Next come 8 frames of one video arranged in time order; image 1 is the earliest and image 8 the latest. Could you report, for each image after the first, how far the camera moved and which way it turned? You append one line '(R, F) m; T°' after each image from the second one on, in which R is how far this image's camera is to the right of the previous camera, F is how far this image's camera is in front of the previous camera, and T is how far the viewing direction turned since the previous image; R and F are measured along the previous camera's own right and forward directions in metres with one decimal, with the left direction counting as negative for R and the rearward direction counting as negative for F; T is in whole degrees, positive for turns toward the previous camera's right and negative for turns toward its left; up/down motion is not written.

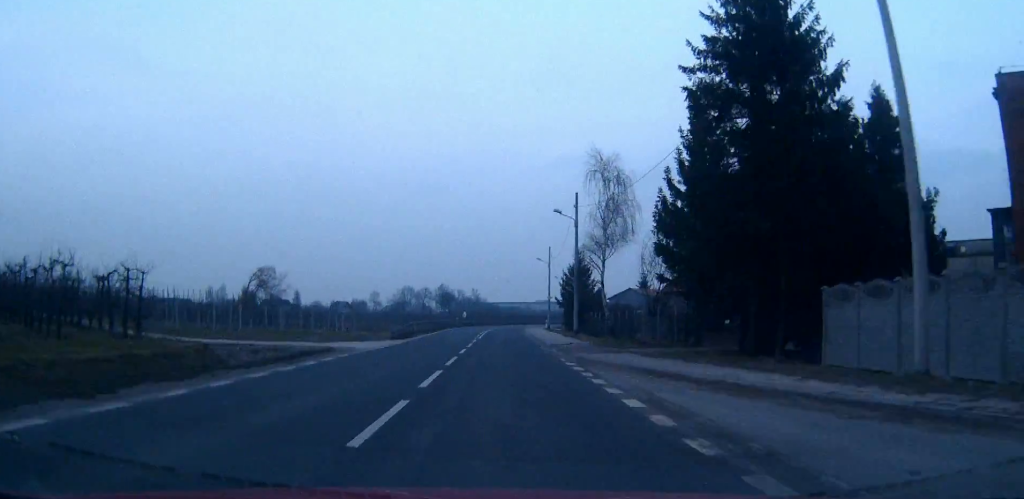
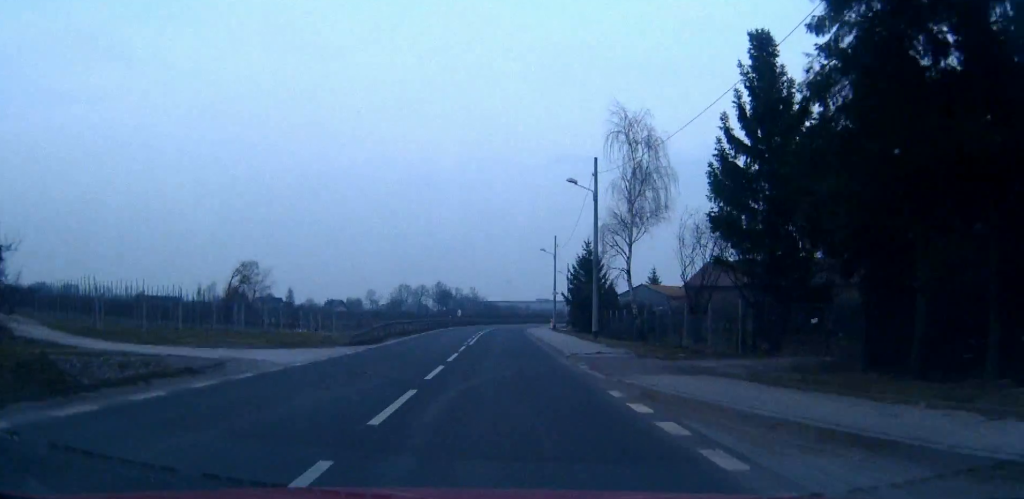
(0.0, +10.7) m; 0°
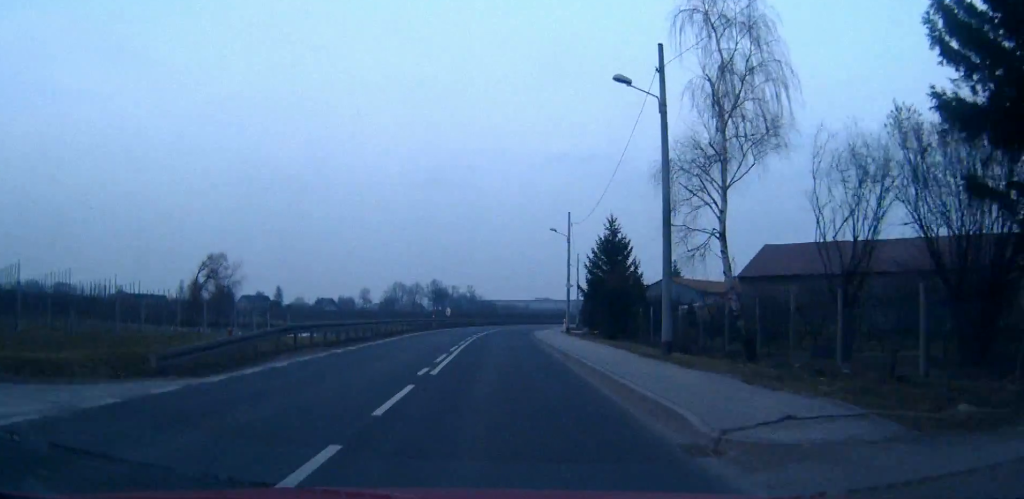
(0.0, +17.3) m; 0°
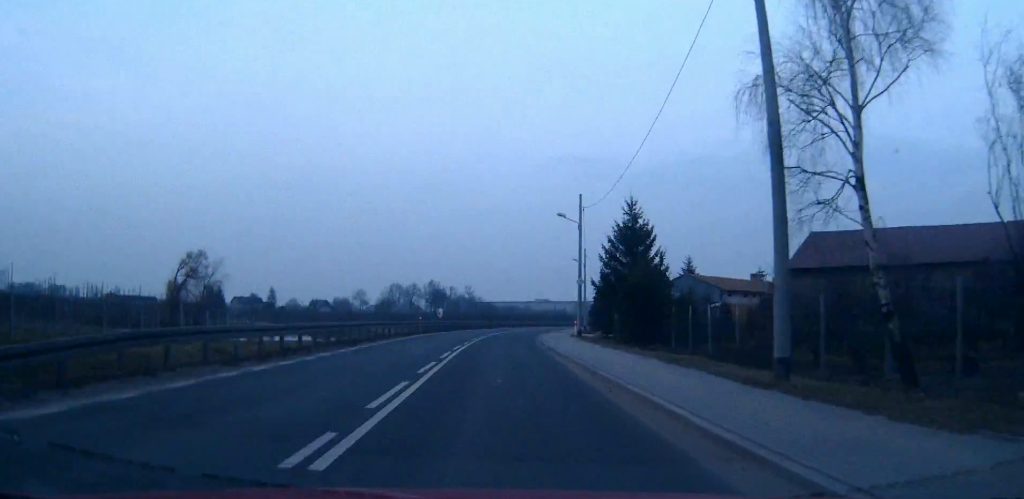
(0.0, +9.3) m; 0°
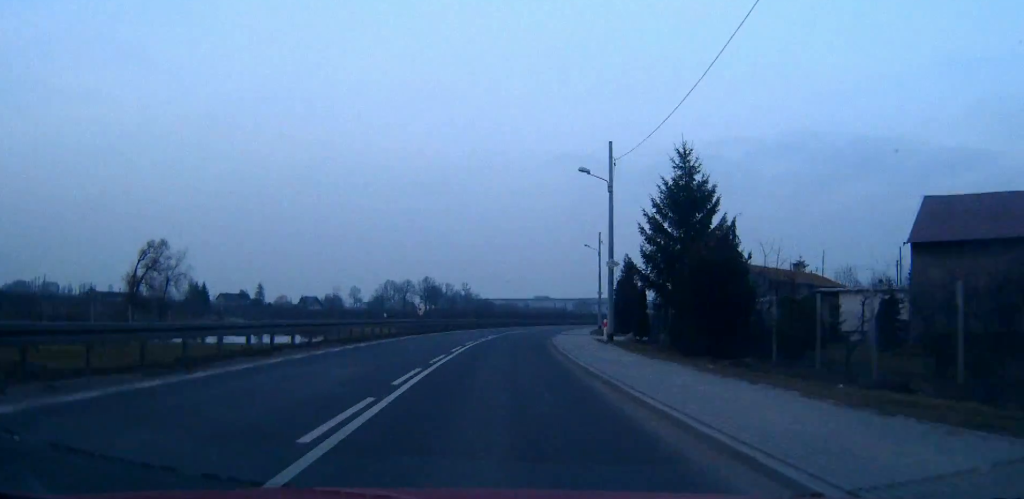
(+0.1, +14.9) m; 0°
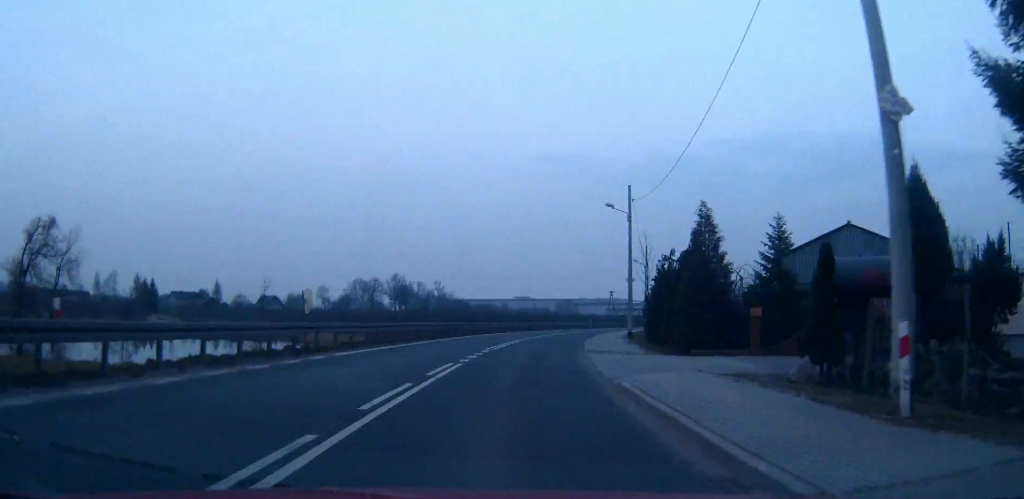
(-0.1, +27.5) m; +1°
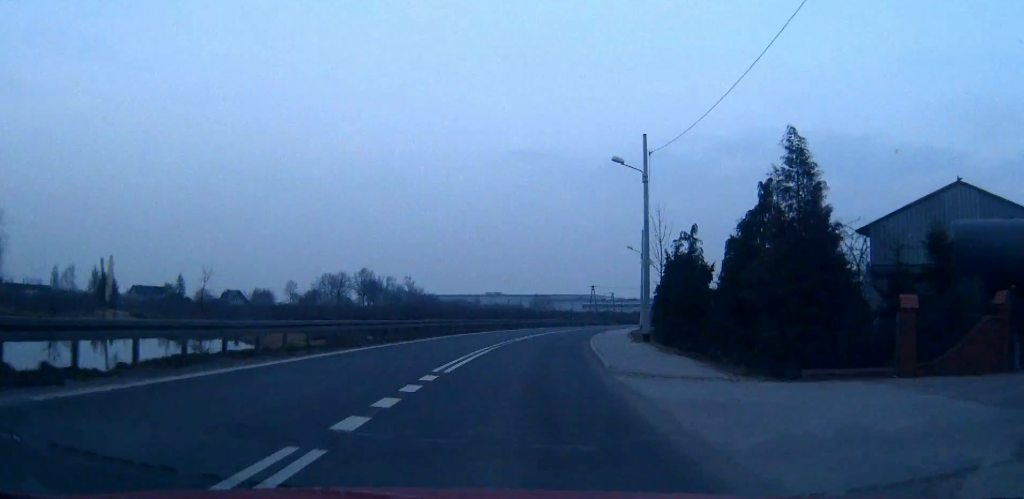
(+0.2, +12.9) m; +2°
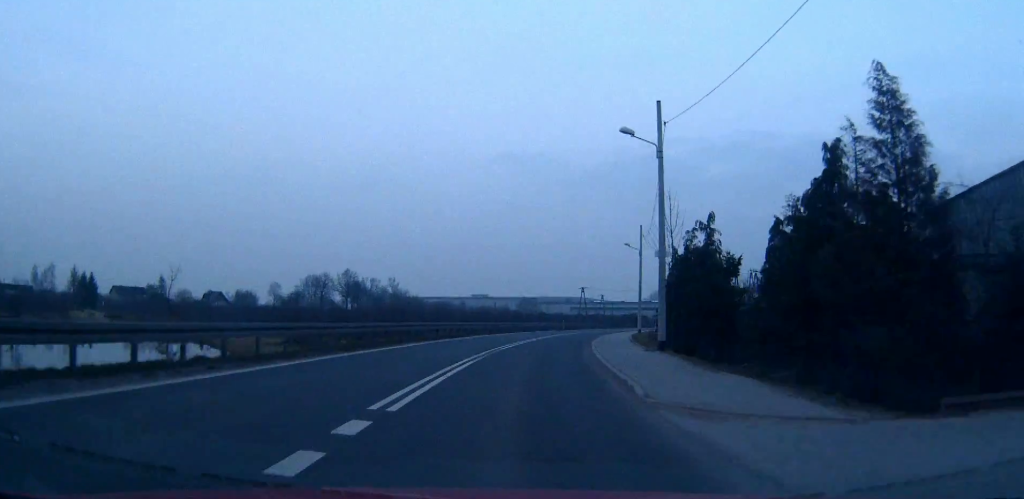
(+0.1, +5.9) m; +1°
